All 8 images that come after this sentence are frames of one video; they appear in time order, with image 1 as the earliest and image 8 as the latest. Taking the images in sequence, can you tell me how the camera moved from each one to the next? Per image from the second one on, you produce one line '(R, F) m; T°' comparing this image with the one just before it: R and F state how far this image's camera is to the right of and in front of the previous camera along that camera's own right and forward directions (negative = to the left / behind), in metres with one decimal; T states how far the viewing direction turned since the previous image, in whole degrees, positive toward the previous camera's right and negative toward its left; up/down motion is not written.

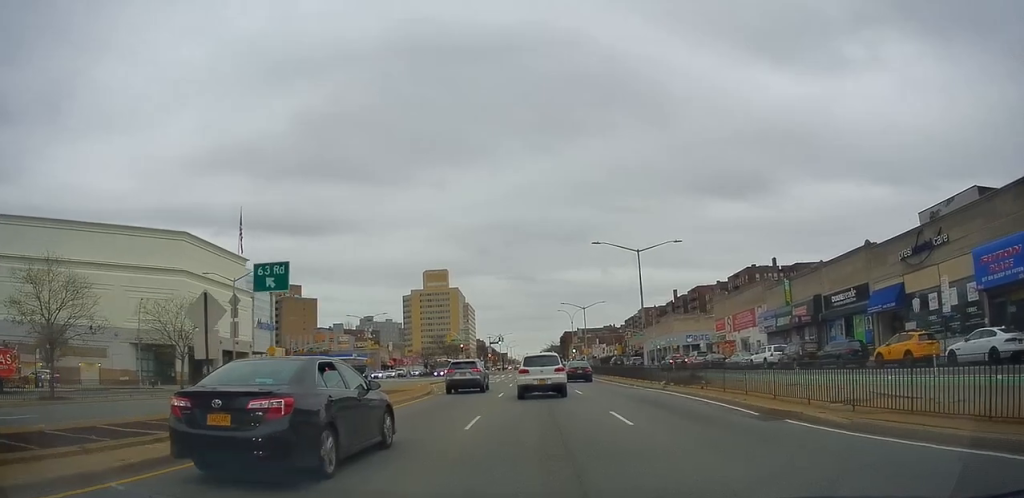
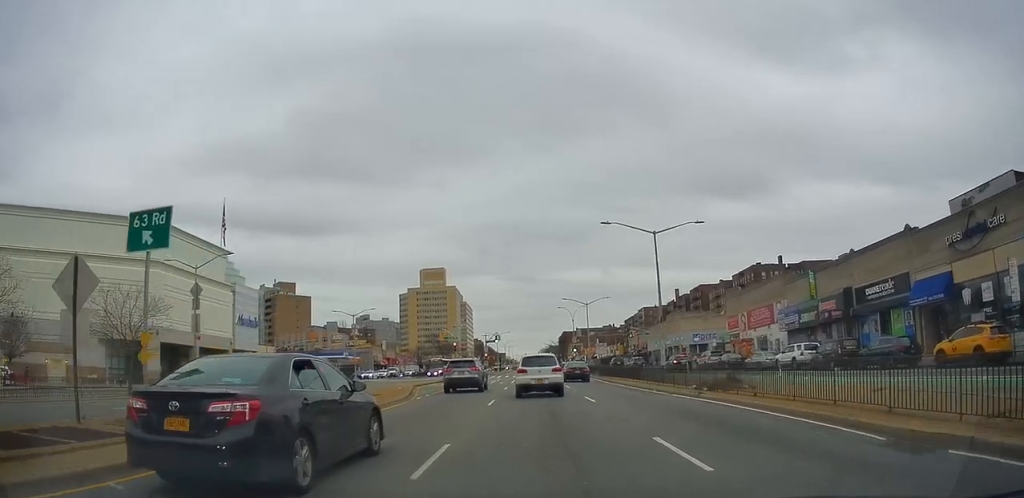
(0.0, +5.6) m; +1°
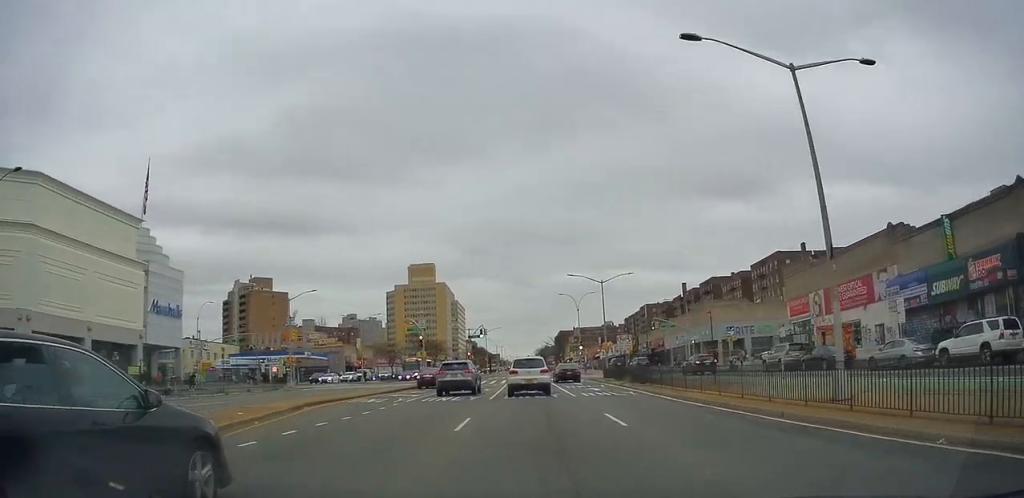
(+0.2, +19.0) m; +1°
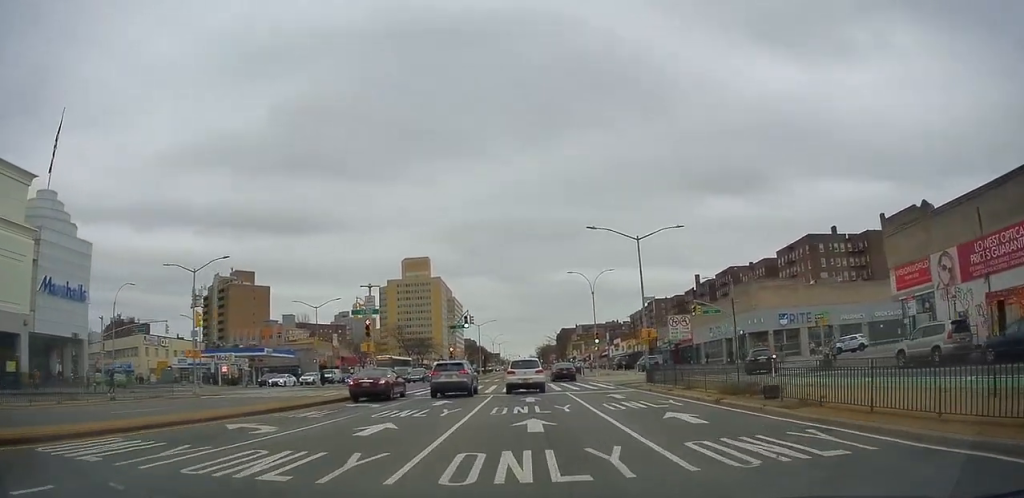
(+0.4, +16.6) m; +1°
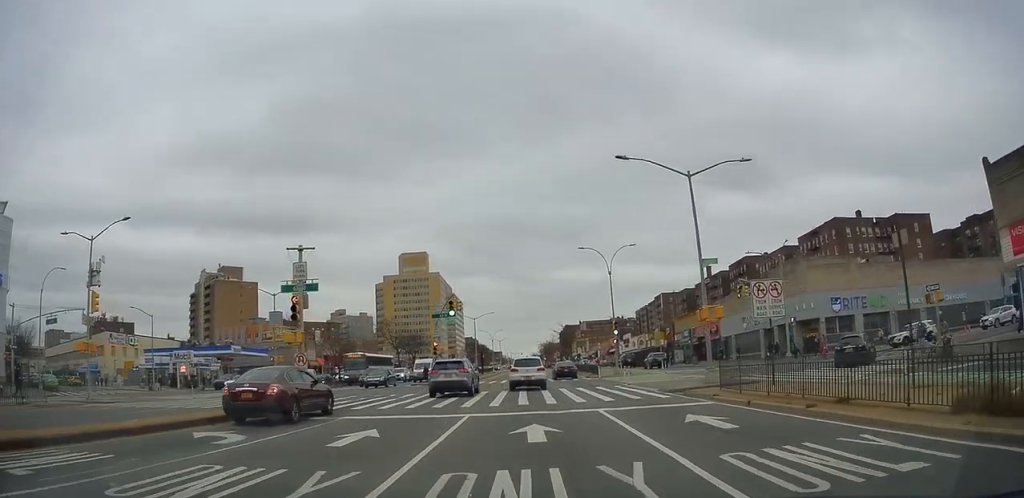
(0.0, +11.0) m; -2°
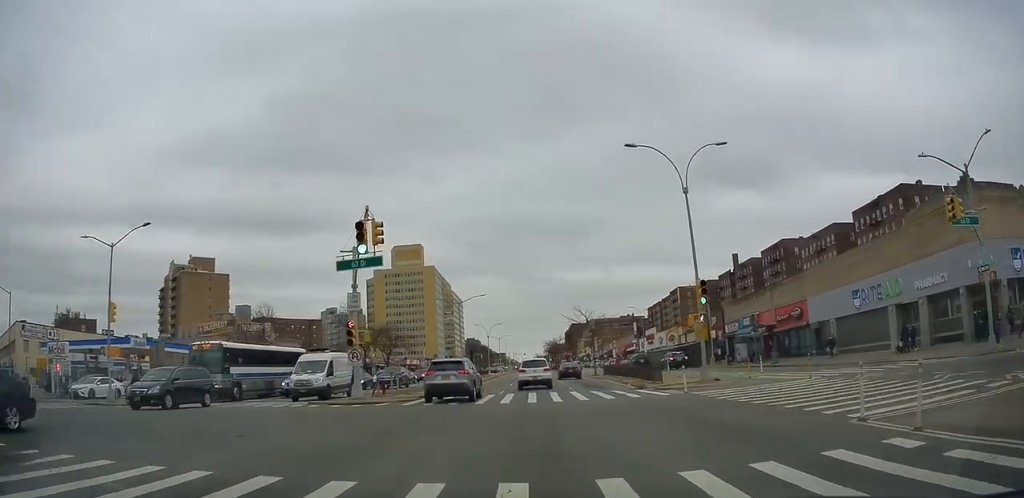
(-0.3, +22.6) m; +1°
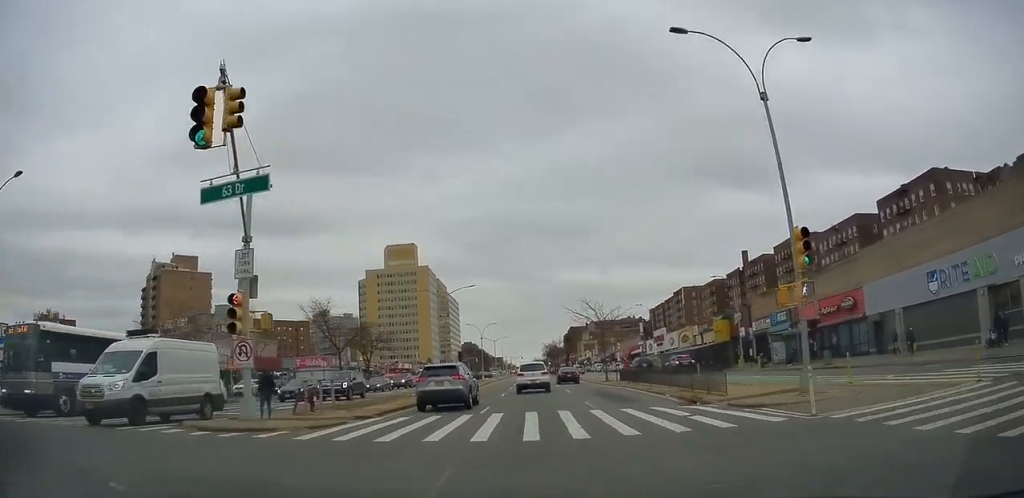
(0.0, +9.5) m; 0°
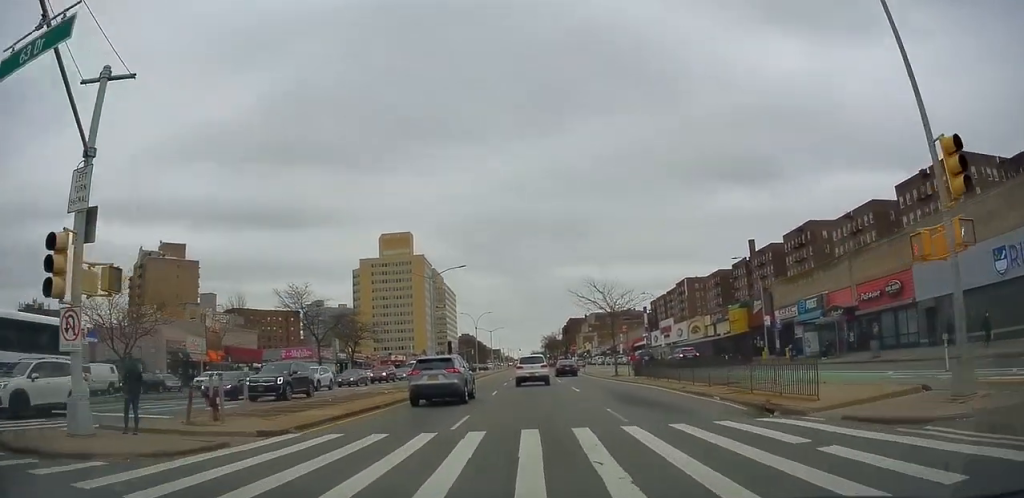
(0.0, +6.3) m; 0°
